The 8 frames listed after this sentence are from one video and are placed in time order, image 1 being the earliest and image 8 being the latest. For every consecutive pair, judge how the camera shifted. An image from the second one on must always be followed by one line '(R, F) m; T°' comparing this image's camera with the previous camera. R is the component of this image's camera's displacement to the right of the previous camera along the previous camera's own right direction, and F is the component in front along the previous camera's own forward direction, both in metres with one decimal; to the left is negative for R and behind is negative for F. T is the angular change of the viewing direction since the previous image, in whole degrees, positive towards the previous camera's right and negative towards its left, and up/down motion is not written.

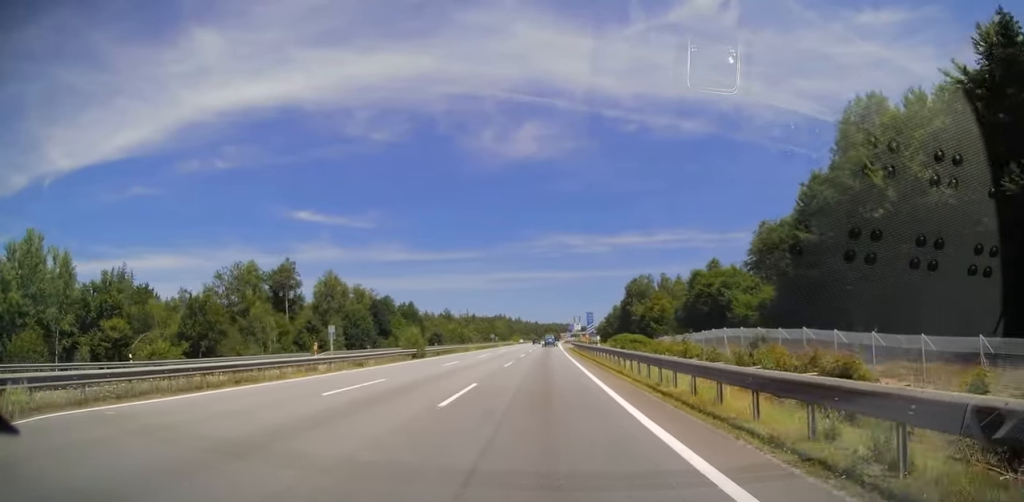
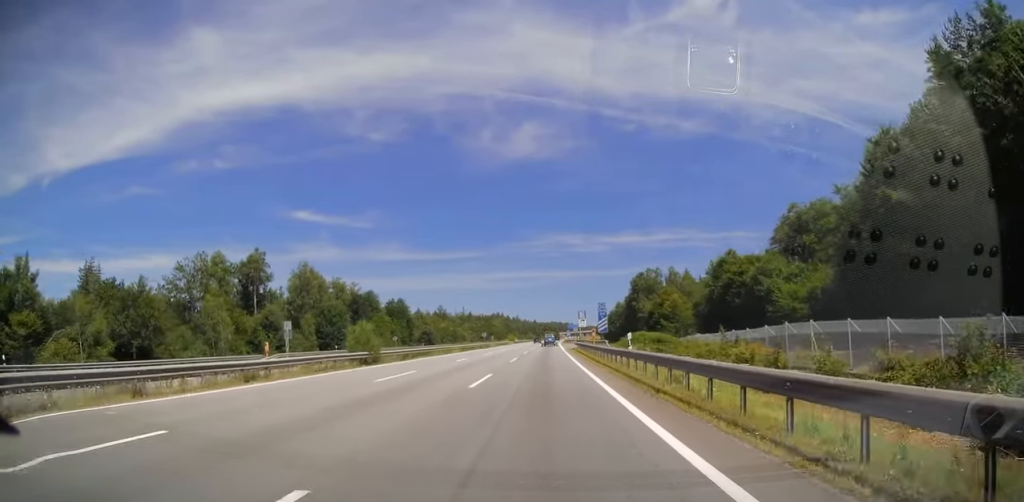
(-0.1, +13.3) m; 0°
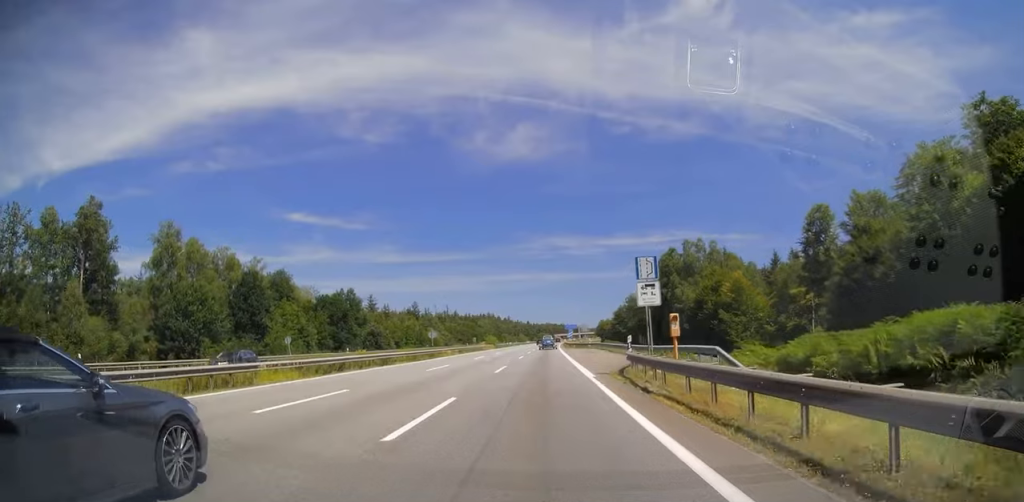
(+0.5, +44.8) m; +1°
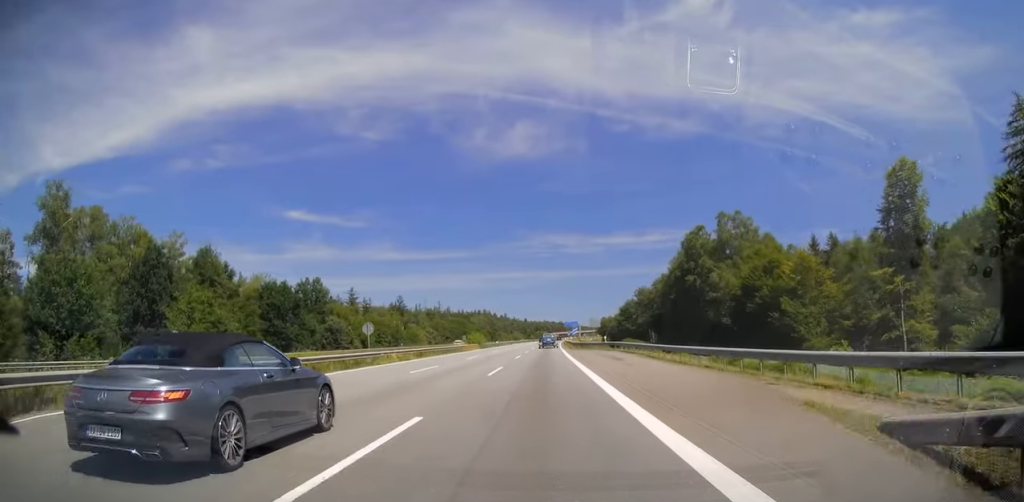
(0.0, +21.7) m; 0°
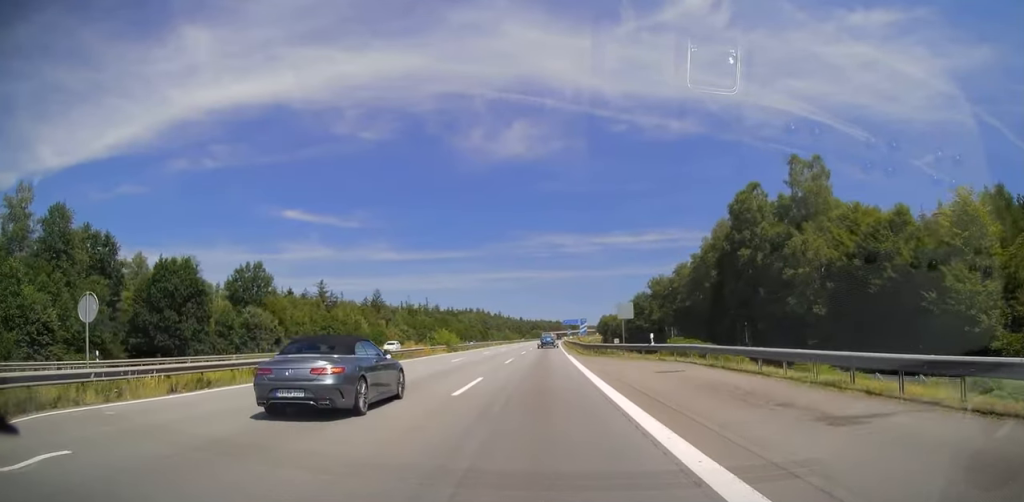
(+0.1, +26.1) m; +1°
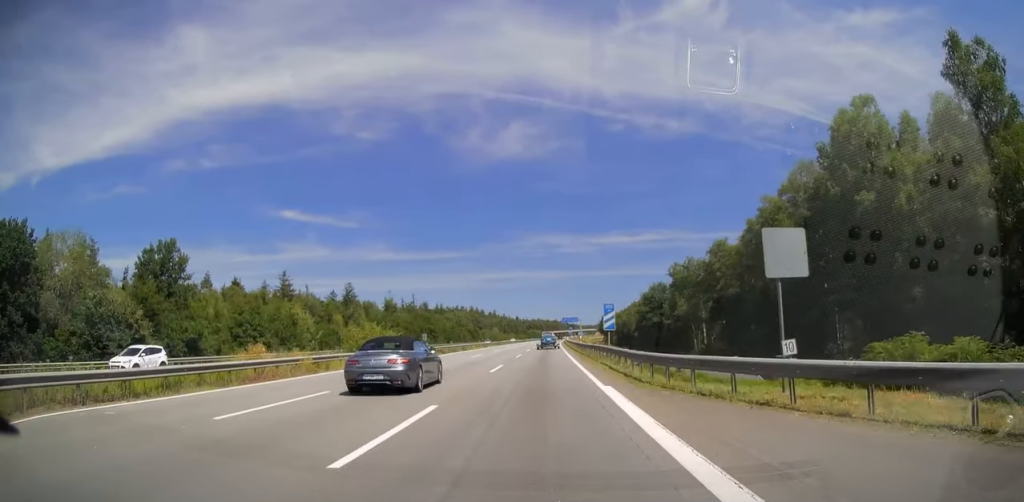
(+0.2, +26.1) m; 0°
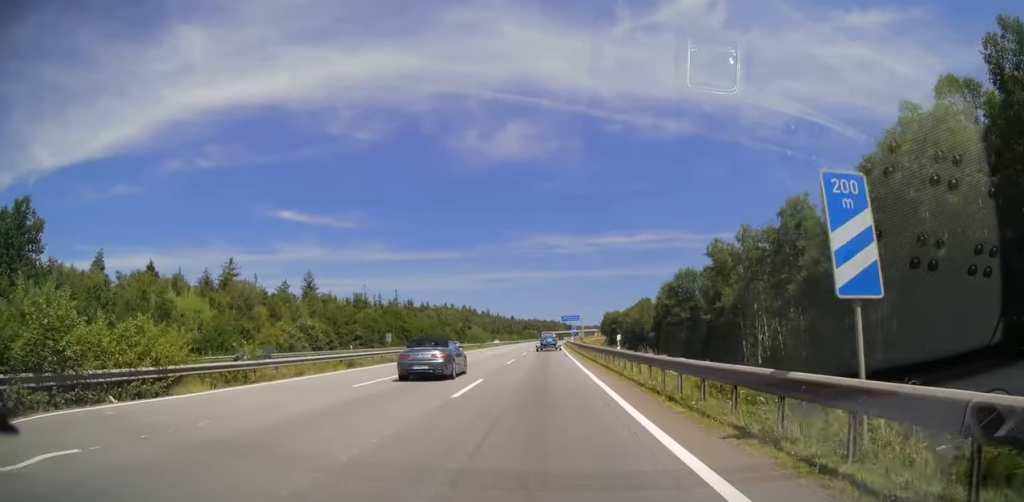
(-0.3, +28.1) m; -1°
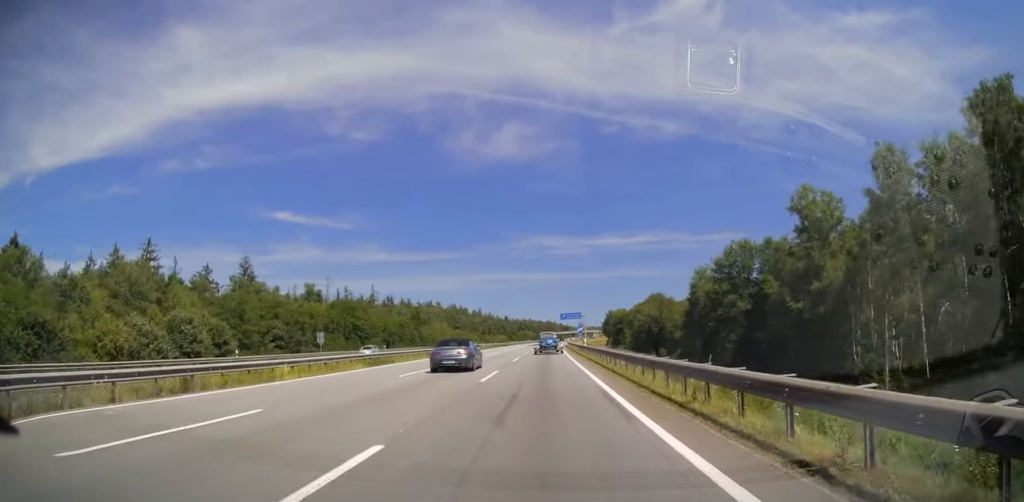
(+0.1, +30.5) m; +1°
